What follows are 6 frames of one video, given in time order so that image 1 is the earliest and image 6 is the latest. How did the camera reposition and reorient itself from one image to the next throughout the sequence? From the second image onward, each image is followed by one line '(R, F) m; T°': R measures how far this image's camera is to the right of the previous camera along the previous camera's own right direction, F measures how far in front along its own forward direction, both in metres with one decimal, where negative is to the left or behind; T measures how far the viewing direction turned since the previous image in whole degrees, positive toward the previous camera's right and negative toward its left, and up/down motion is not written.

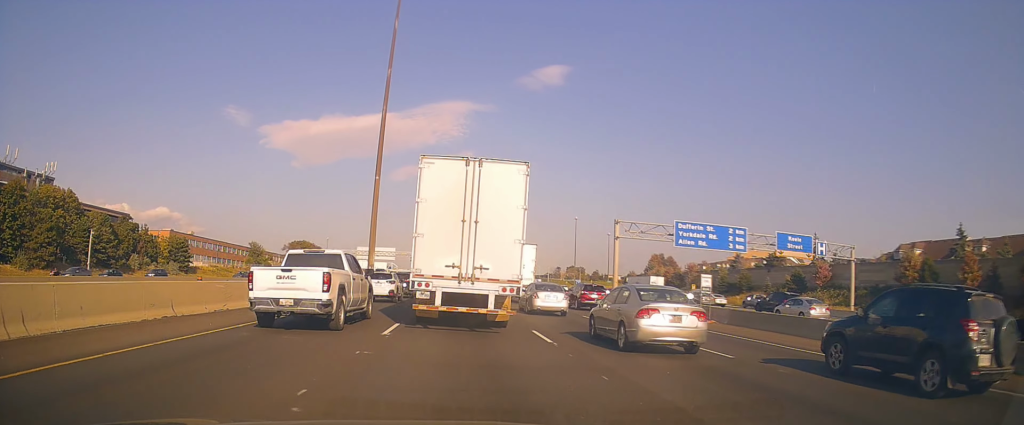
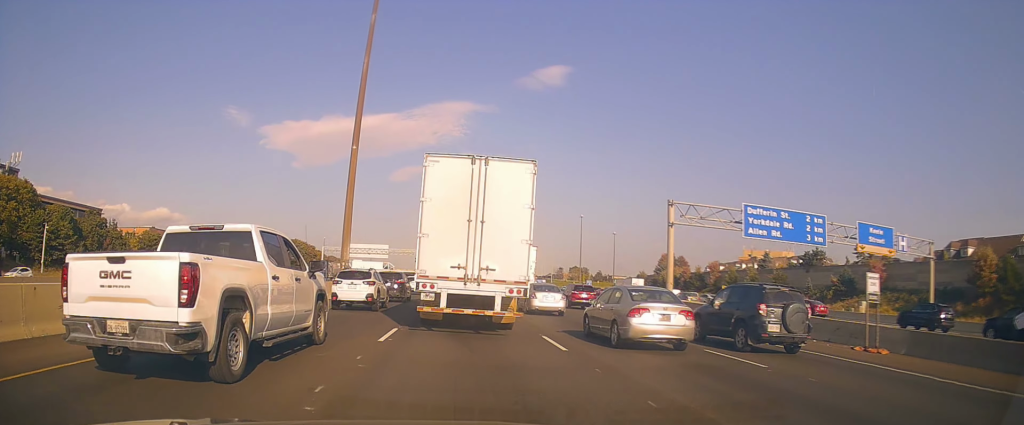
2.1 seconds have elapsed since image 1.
(-0.2, +13.5) m; 0°
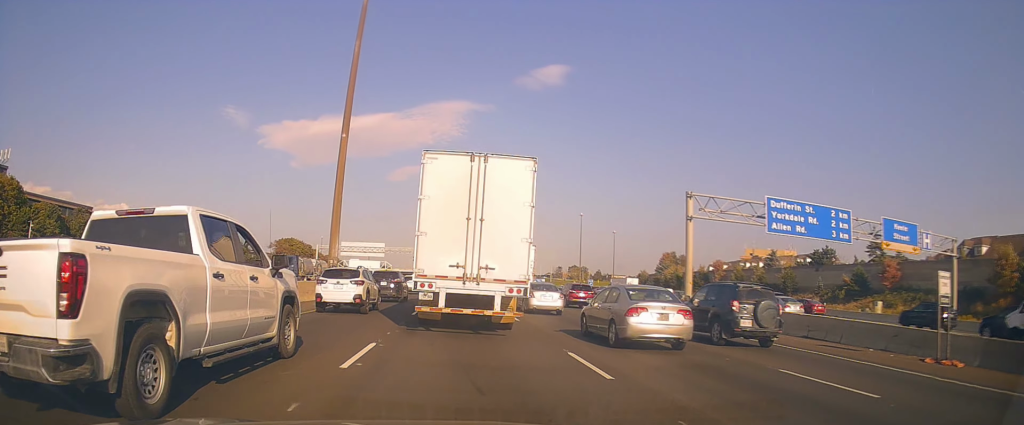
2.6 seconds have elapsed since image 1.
(+0.1, +3.5) m; 0°
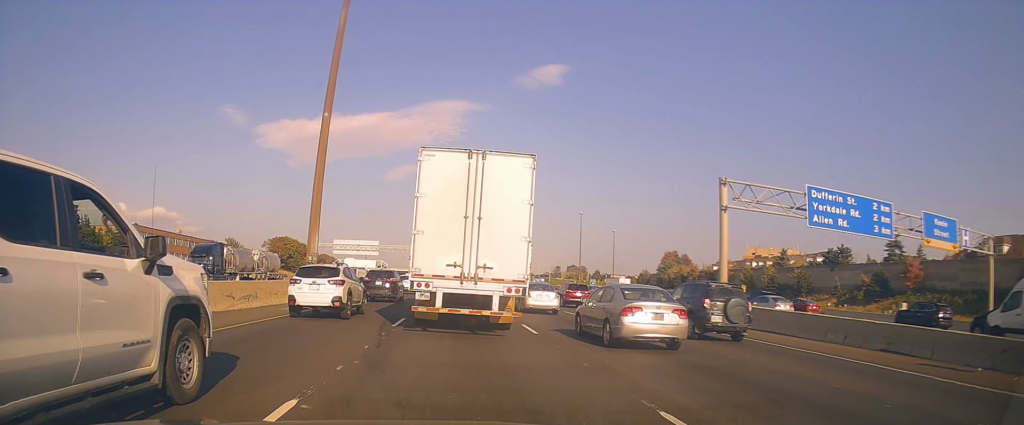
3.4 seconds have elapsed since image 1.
(-0.2, +5.1) m; +2°
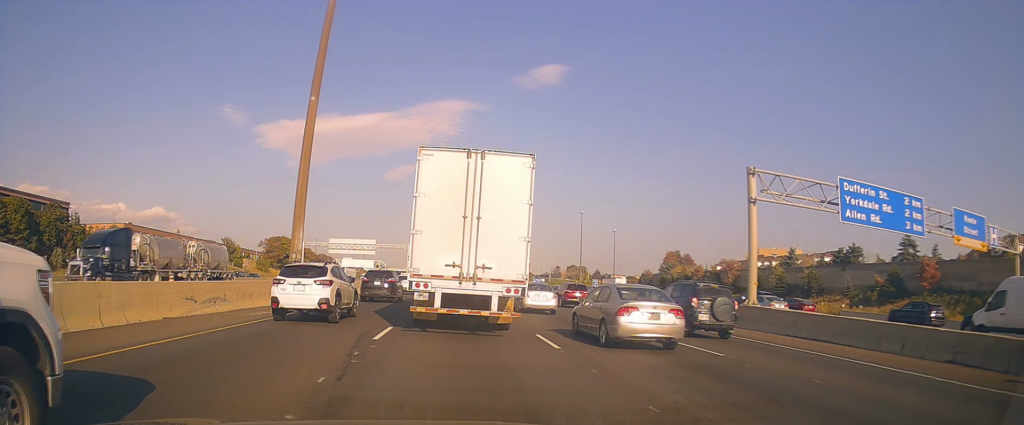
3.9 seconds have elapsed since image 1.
(-0.1, +3.3) m; +2°
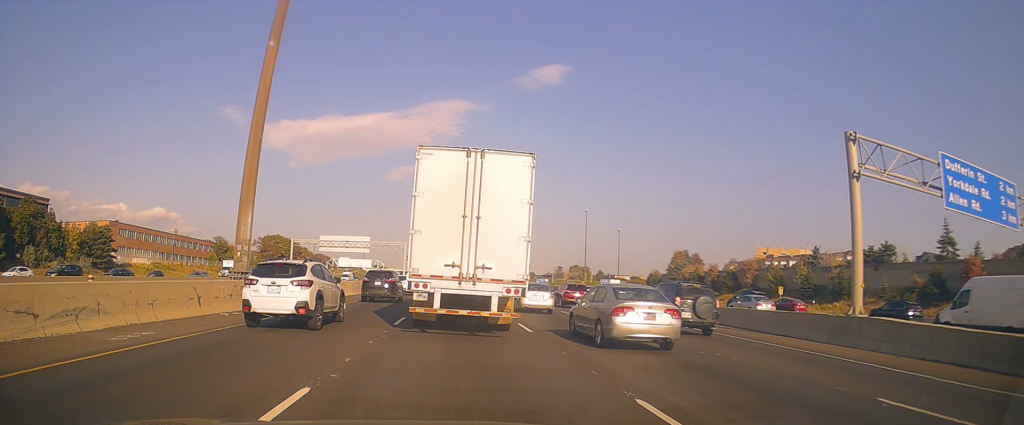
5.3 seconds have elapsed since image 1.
(+0.5, +8.3) m; +1°
